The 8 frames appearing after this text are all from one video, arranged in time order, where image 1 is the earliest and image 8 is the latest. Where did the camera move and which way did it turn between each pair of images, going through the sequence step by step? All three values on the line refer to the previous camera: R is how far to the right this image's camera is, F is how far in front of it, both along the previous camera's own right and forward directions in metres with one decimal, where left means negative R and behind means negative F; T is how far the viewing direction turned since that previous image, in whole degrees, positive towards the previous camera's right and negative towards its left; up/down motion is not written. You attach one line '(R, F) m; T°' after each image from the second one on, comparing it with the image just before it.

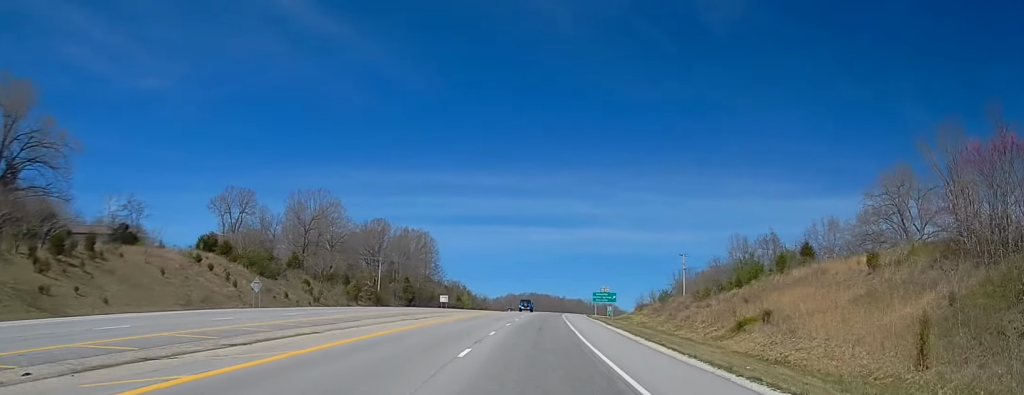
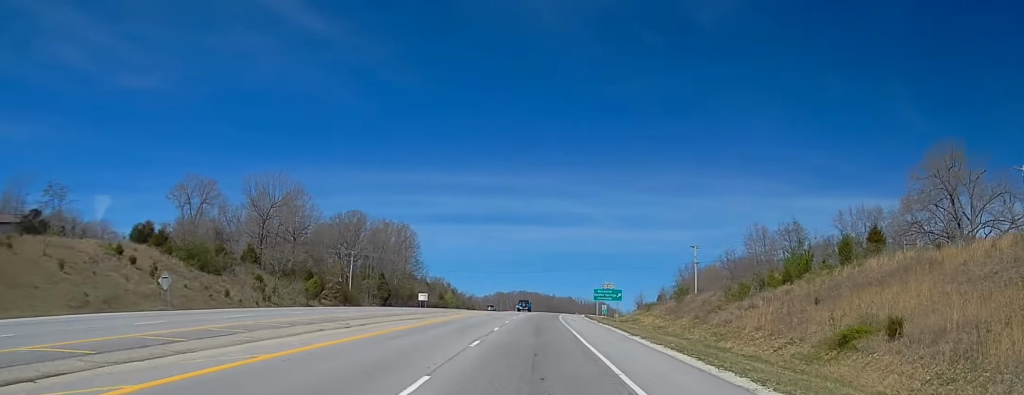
(+0.5, +20.1) m; 0°
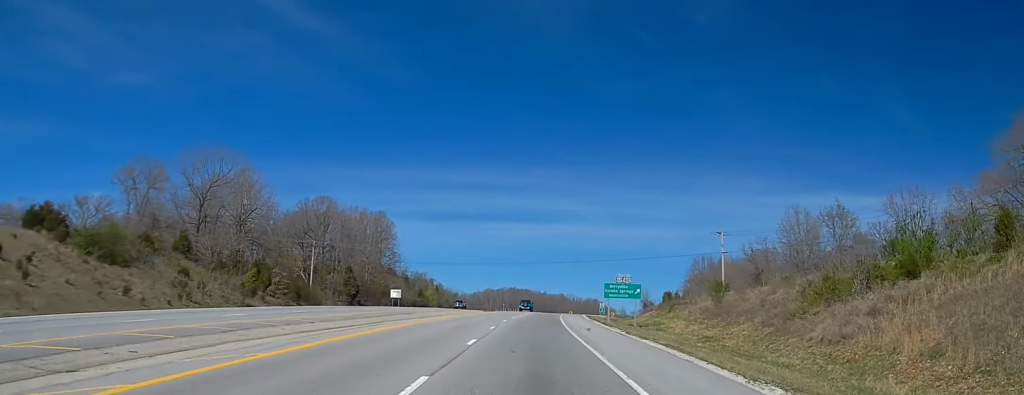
(-0.5, +24.5) m; 0°
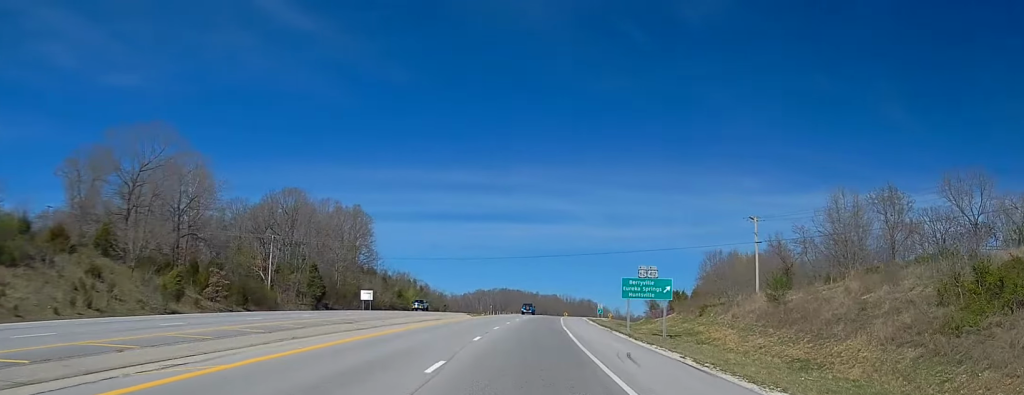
(+0.5, +20.2) m; +1°
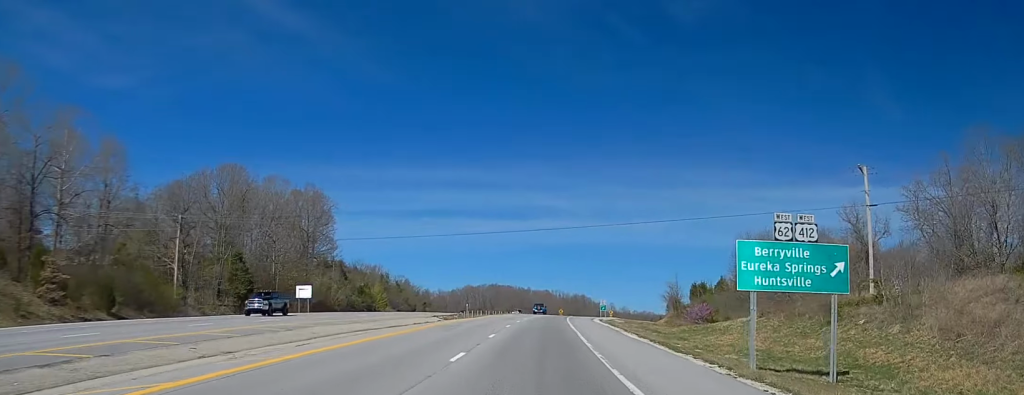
(+0.2, +32.8) m; +1°
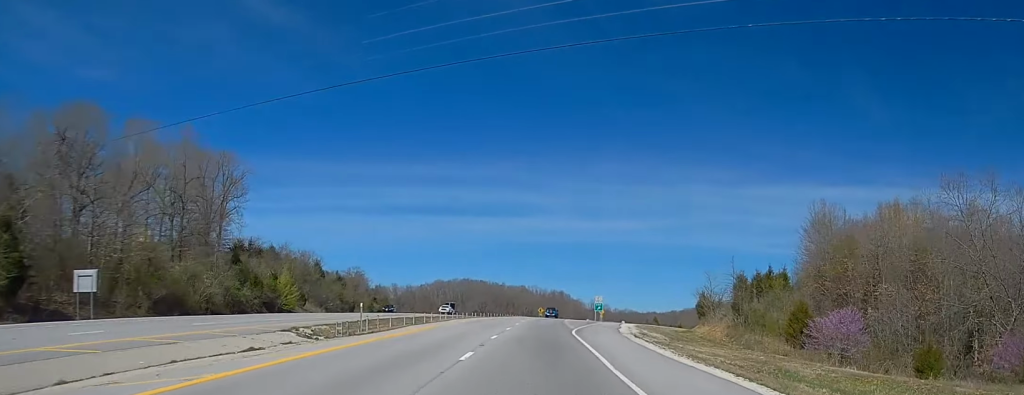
(0.0, +47.0) m; +1°
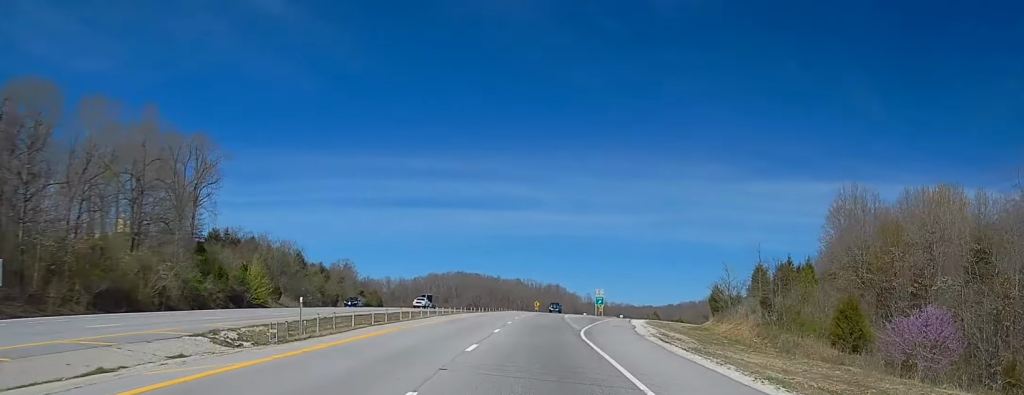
(+0.2, +10.7) m; +1°
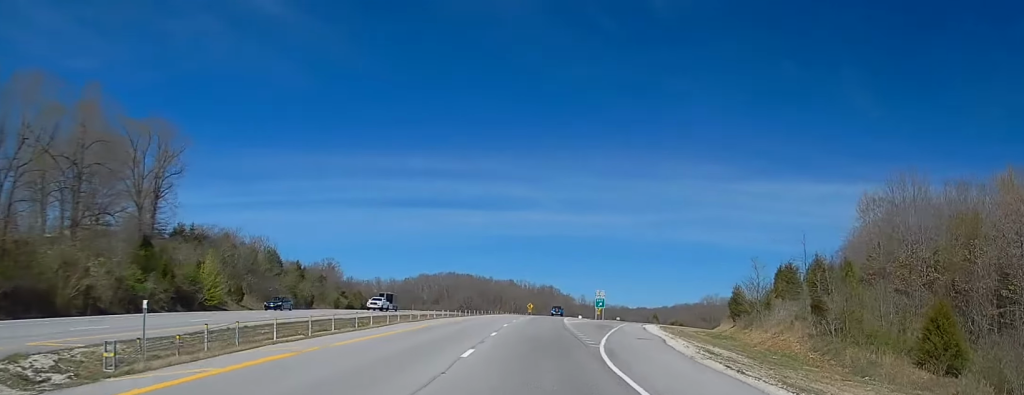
(+0.1, +13.2) m; +1°
